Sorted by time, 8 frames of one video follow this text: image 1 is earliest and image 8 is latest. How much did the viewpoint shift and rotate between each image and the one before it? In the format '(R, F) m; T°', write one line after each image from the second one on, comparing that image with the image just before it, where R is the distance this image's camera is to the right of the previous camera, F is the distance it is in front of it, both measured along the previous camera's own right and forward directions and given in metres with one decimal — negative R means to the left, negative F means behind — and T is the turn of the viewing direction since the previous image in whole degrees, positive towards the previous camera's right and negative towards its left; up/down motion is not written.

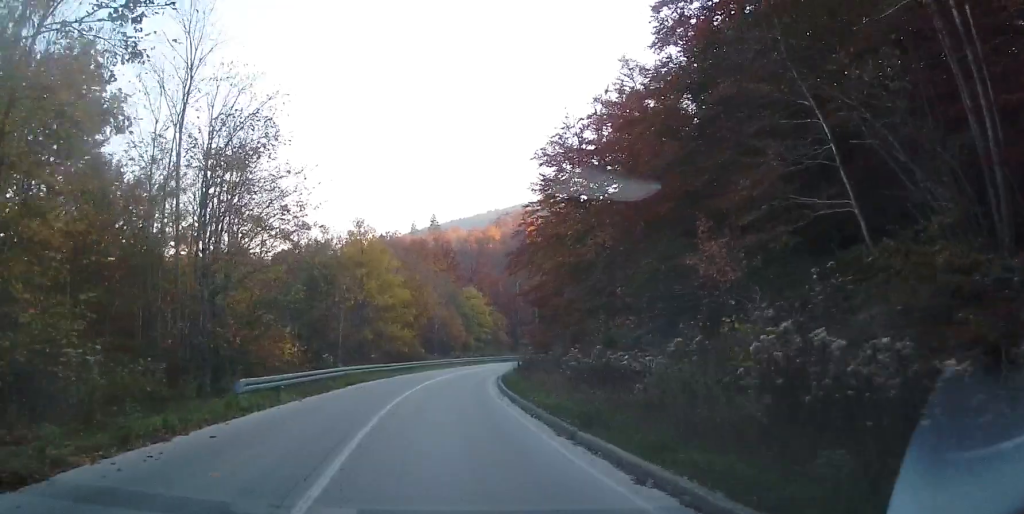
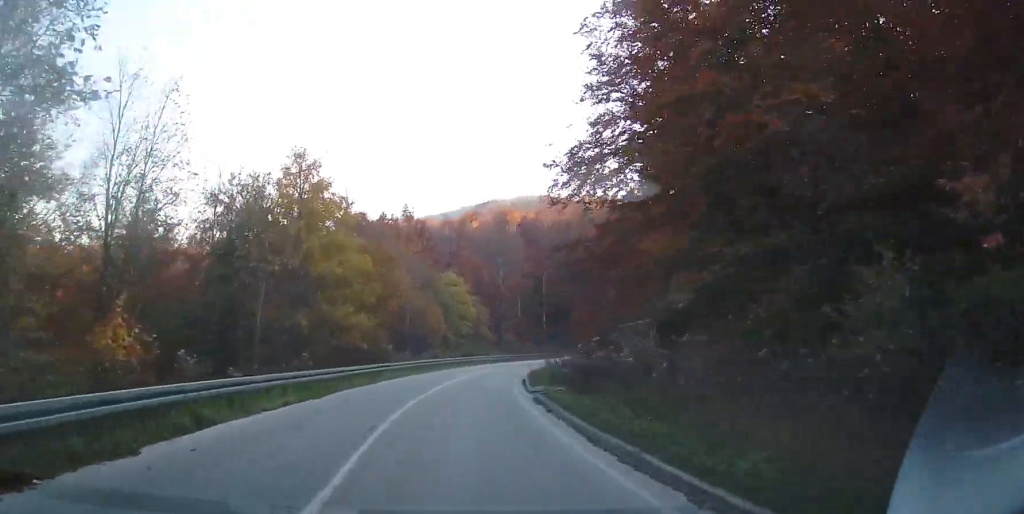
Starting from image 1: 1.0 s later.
(-0.1, +17.8) m; +2°
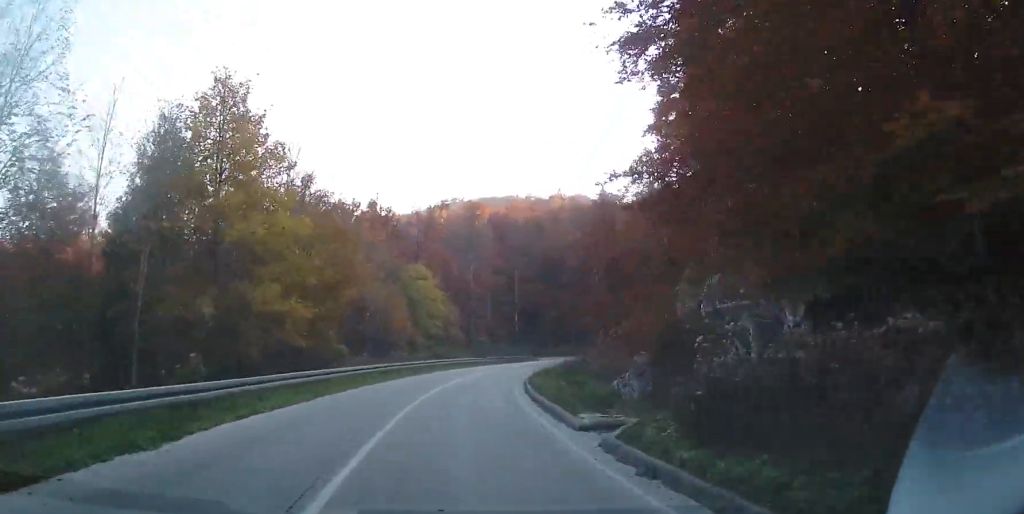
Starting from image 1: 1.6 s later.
(+0.4, +10.0) m; +3°
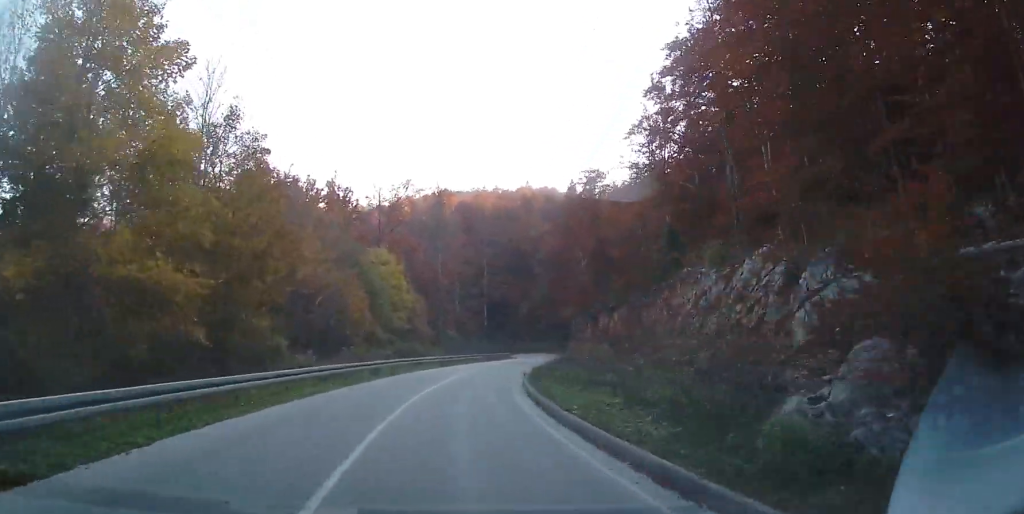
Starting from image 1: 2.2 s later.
(+0.1, +9.4) m; +3°
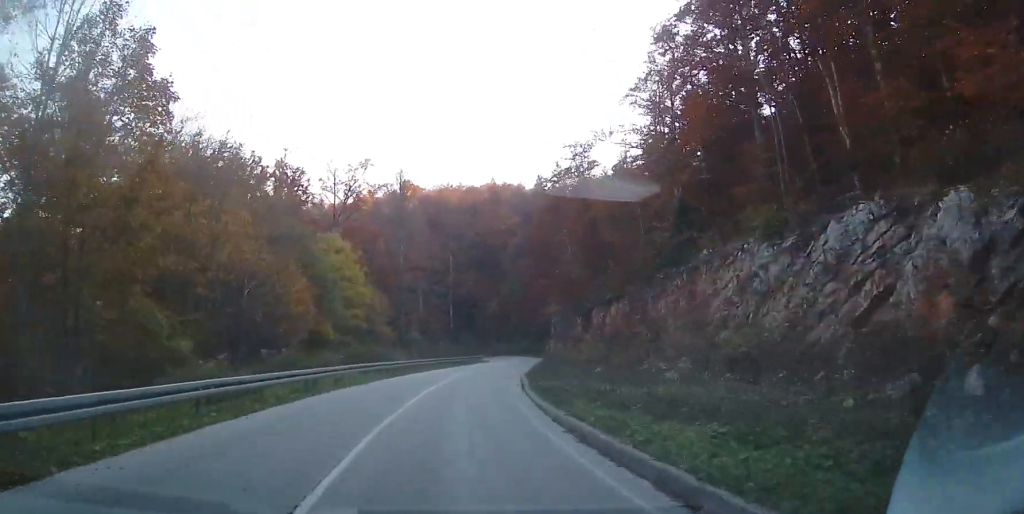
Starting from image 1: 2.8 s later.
(+0.4, +9.7) m; +3°
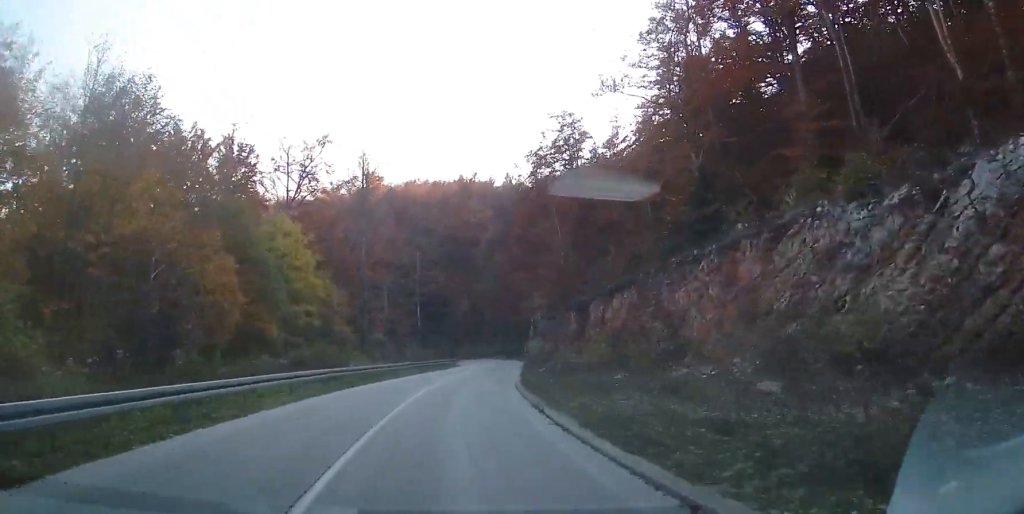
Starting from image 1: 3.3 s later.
(+0.2, +8.6) m; +3°
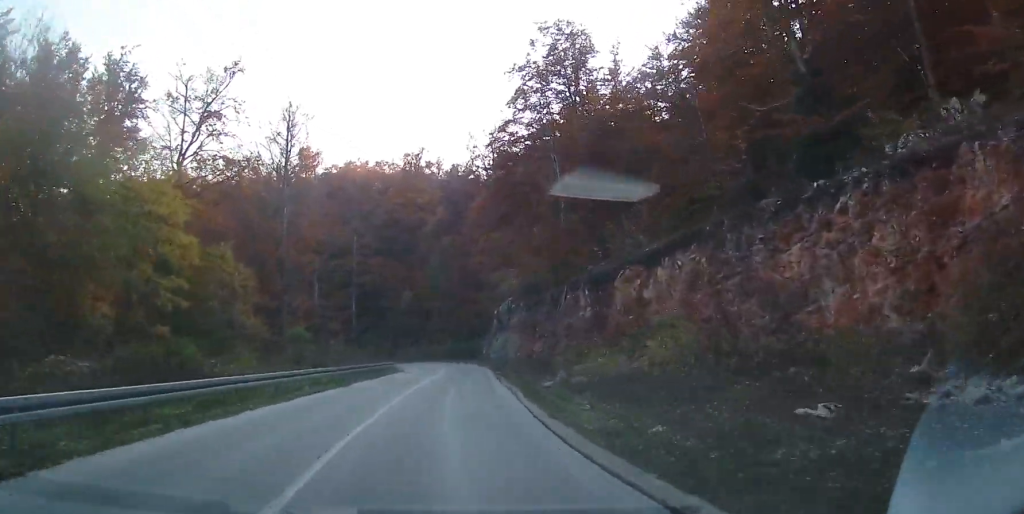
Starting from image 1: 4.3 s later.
(+0.8, +15.9) m; +6°
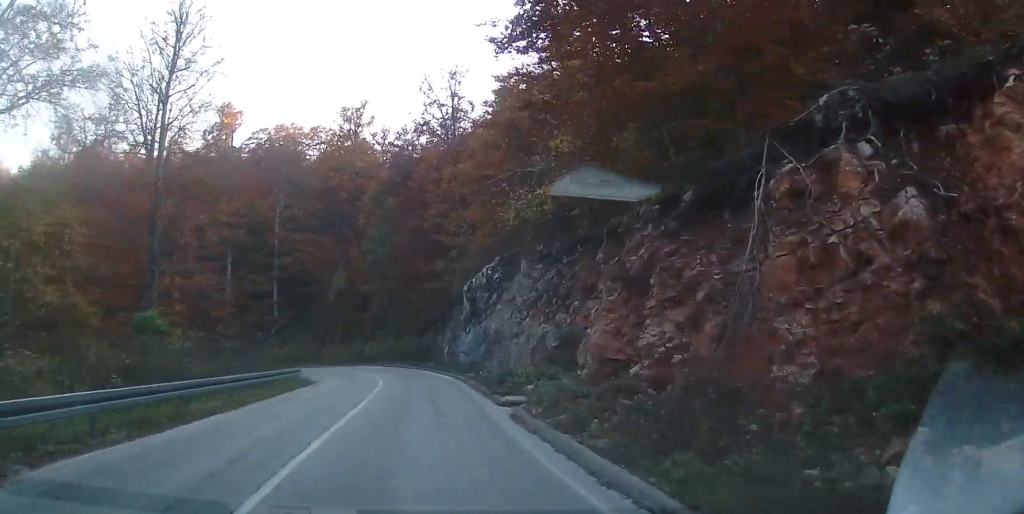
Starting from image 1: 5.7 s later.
(+1.7, +20.9) m; +7°
